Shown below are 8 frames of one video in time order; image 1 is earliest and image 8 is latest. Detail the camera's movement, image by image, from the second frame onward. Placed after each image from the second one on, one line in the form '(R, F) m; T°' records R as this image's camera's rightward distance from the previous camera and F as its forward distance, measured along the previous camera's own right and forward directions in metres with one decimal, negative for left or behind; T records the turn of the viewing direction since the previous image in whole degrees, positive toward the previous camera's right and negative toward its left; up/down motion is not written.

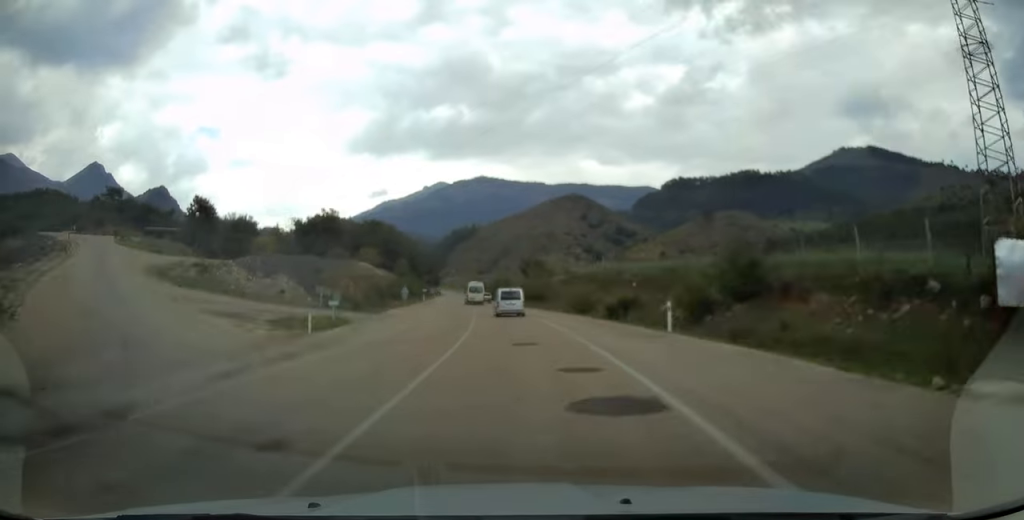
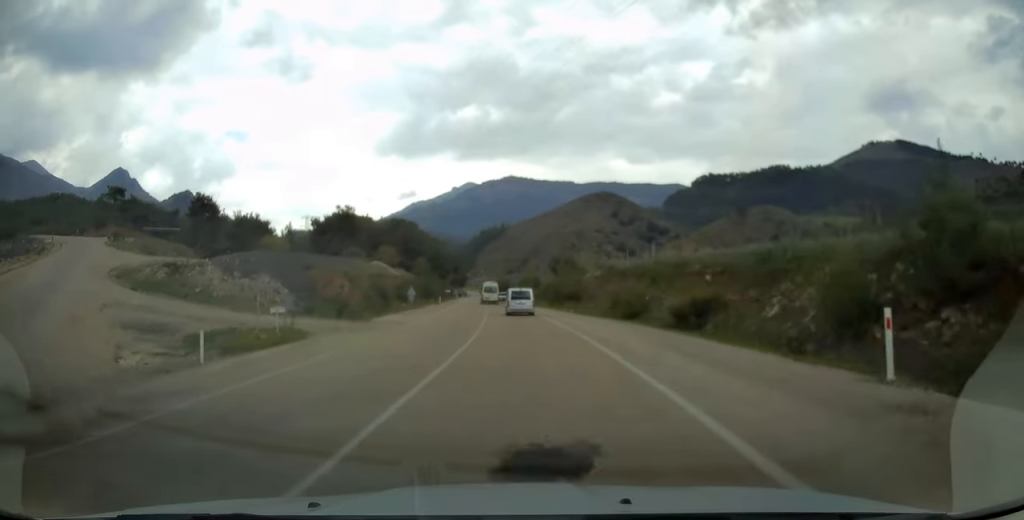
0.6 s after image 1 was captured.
(-0.2, +11.2) m; -3°
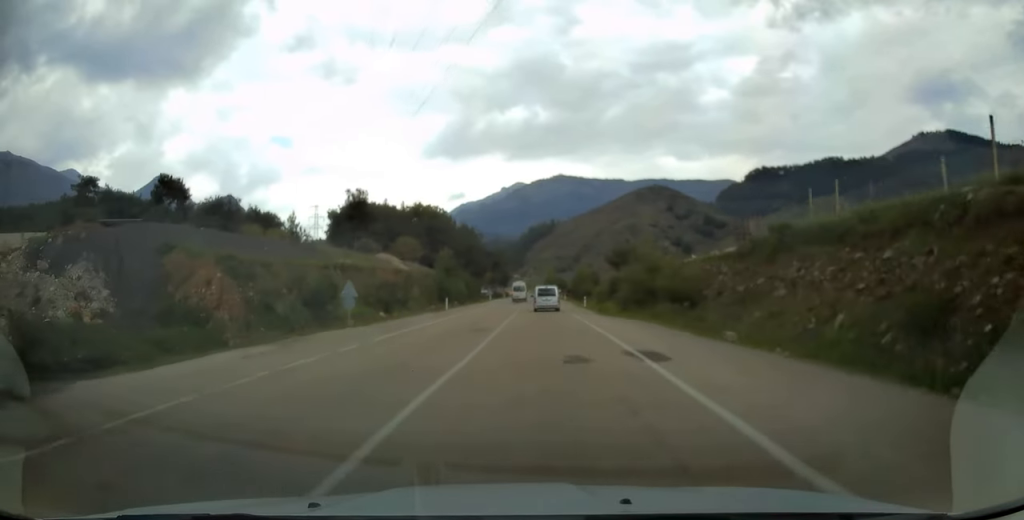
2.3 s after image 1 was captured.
(-1.6, +29.7) m; -5°
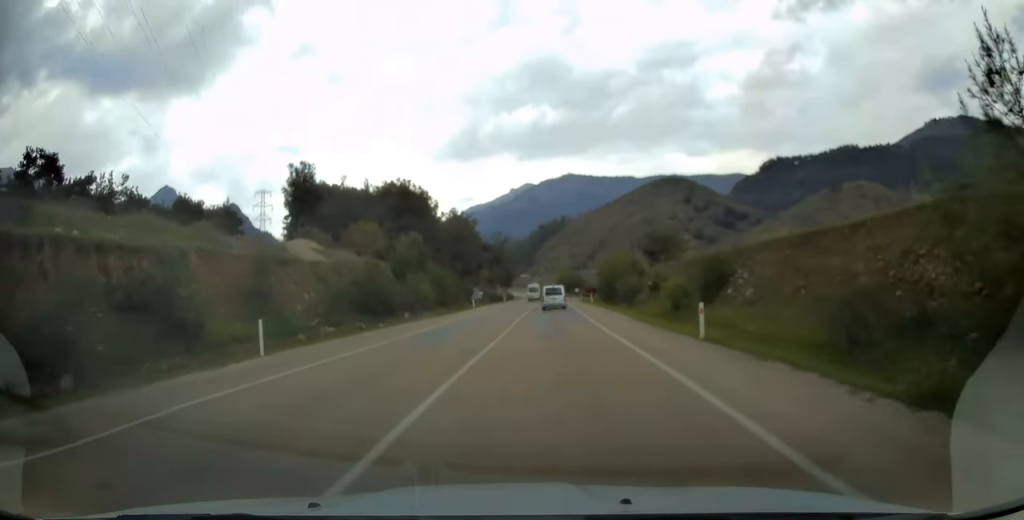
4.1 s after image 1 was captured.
(-0.5, +35.2) m; -1°
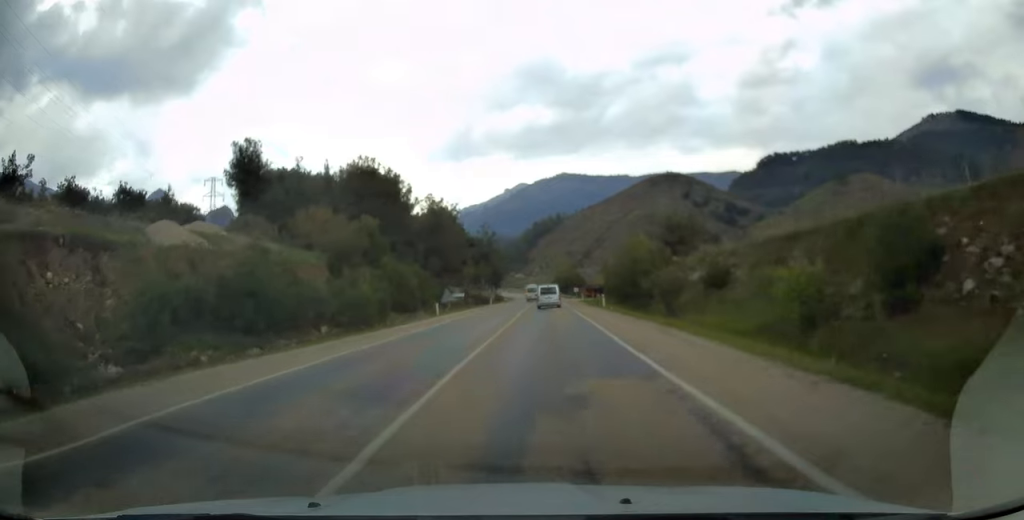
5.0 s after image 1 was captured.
(-0.1, +17.5) m; 0°
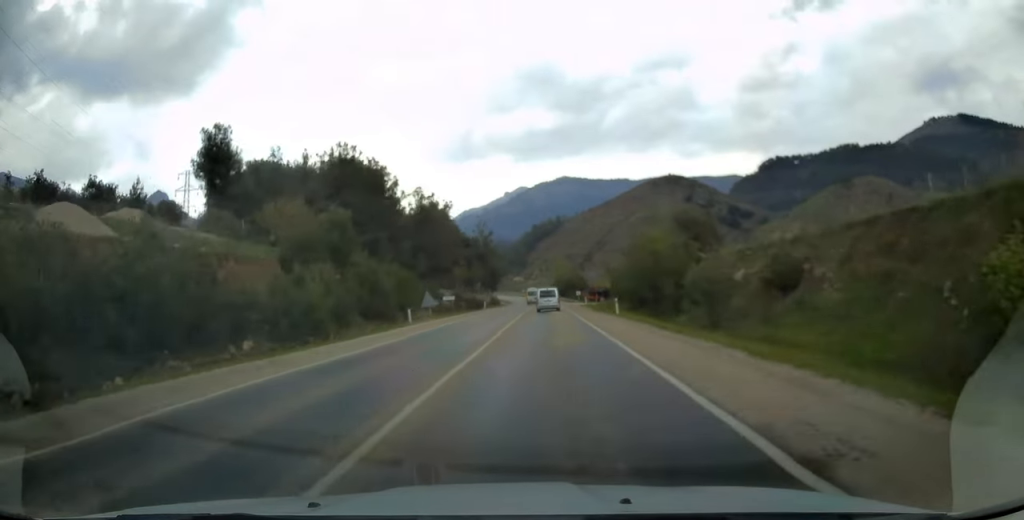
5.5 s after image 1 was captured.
(0.0, +8.5) m; 0°
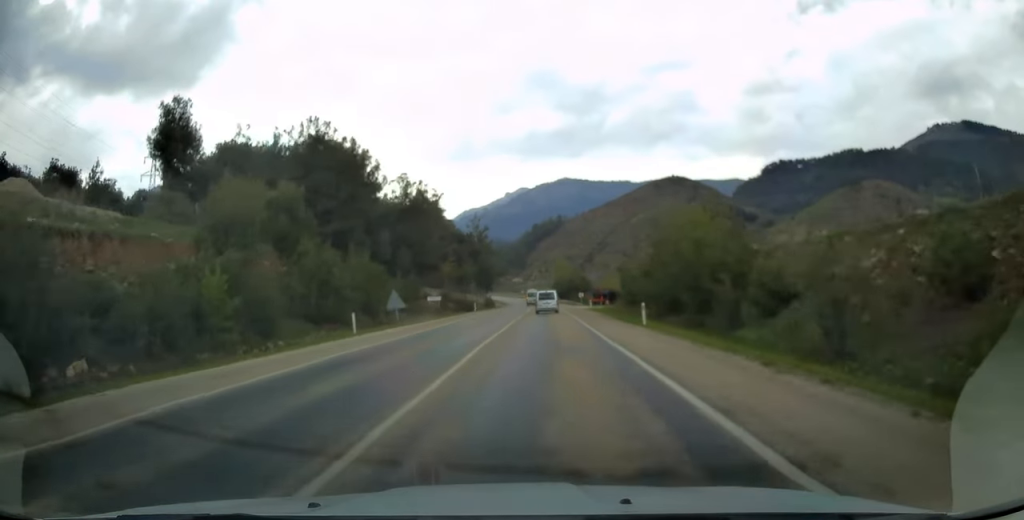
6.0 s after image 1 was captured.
(0.0, +9.9) m; 0°
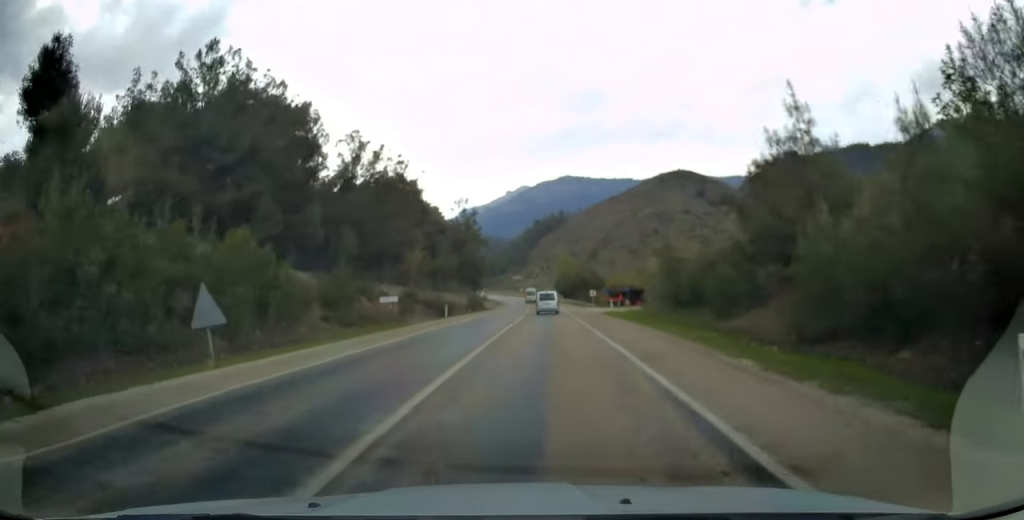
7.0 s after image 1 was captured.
(0.0, +20.8) m; 0°
